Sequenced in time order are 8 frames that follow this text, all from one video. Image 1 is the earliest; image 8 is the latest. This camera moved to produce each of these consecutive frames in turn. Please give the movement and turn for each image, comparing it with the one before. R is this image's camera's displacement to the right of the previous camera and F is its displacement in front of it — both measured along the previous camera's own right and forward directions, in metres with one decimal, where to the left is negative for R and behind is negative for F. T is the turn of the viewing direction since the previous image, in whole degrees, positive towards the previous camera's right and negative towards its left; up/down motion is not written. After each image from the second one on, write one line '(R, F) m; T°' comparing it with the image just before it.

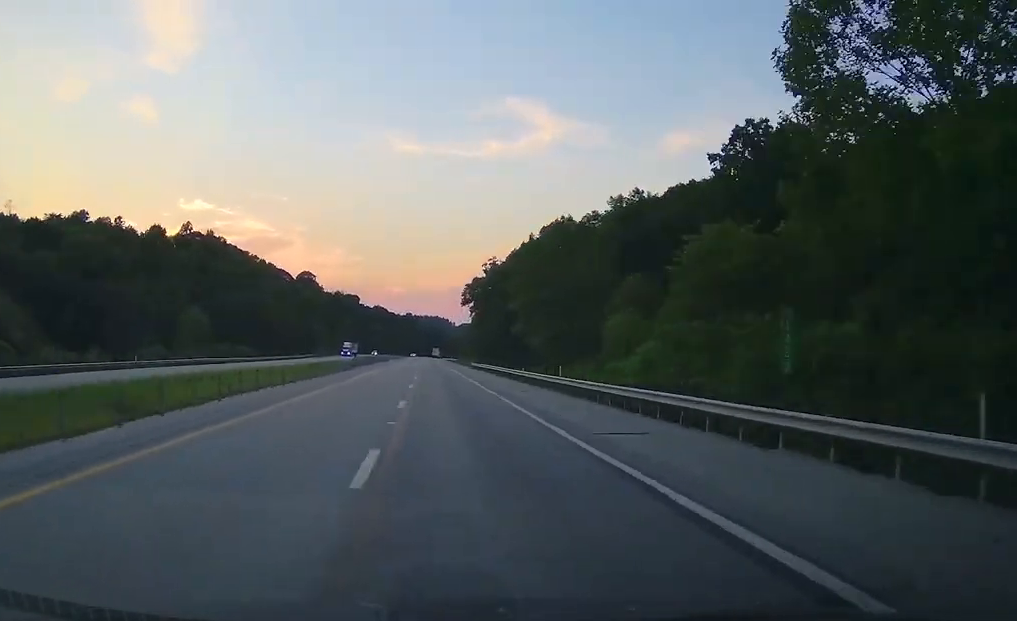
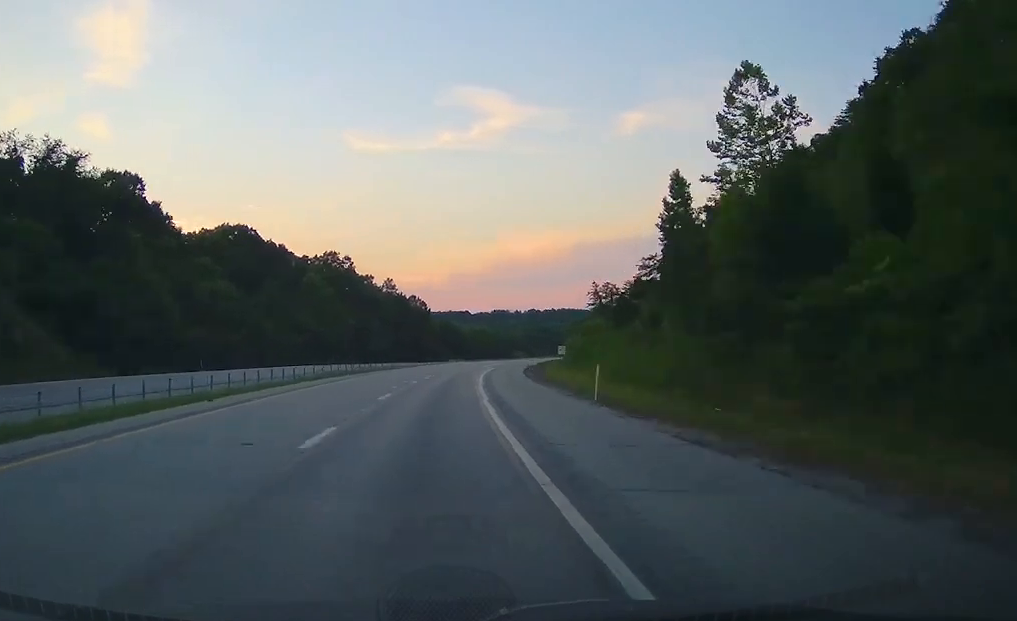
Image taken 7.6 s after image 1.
(+6.8, +263.3) m; +9°
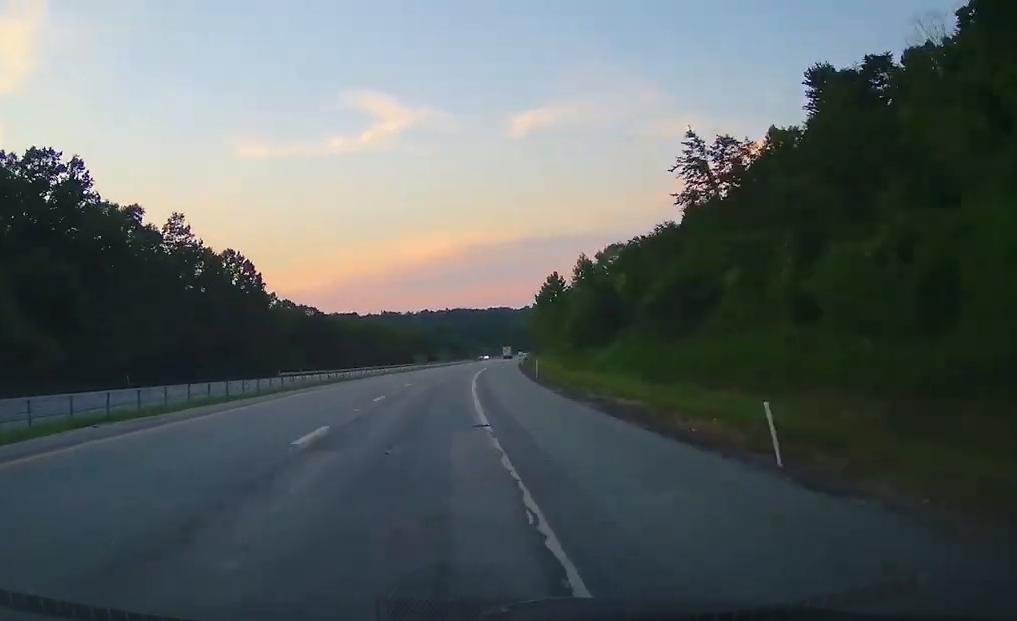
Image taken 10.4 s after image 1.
(+4.5, +92.0) m; +6°
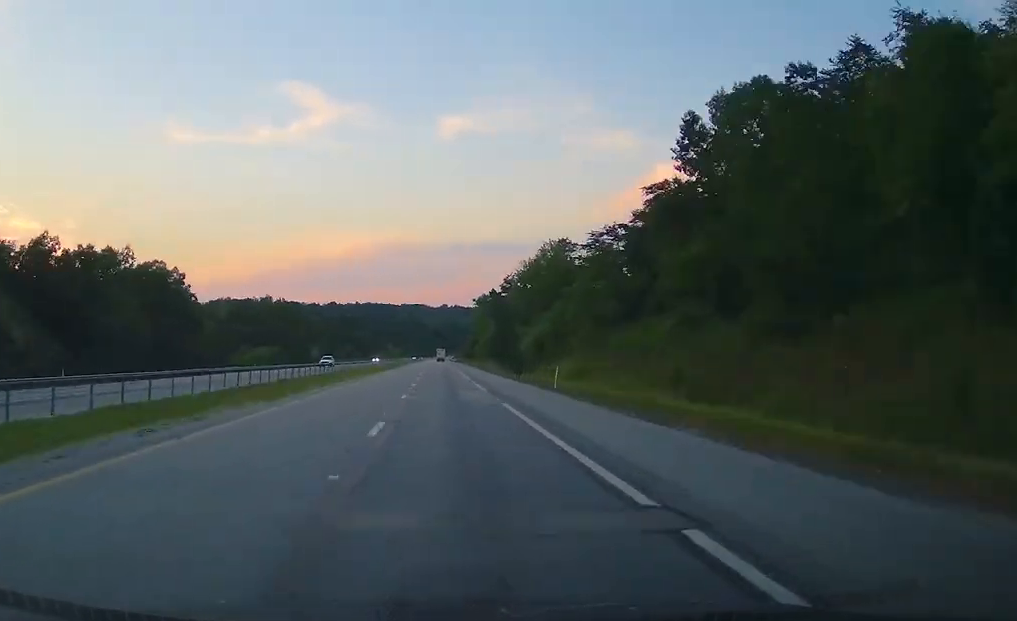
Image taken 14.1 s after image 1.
(+8.1, +134.0) m; +4°
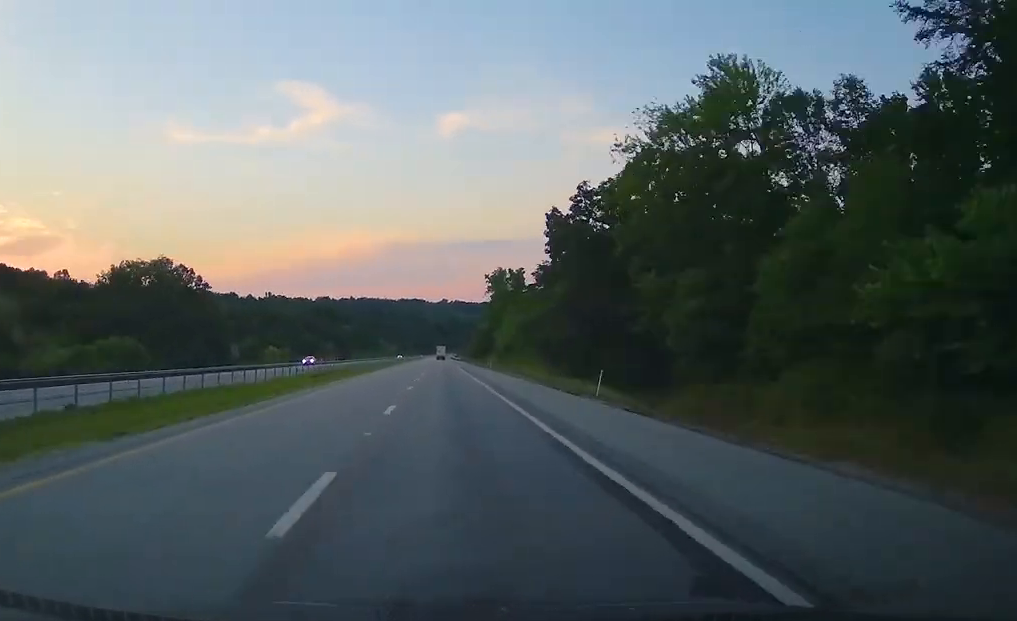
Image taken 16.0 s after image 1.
(+0.8, +71.6) m; +1°
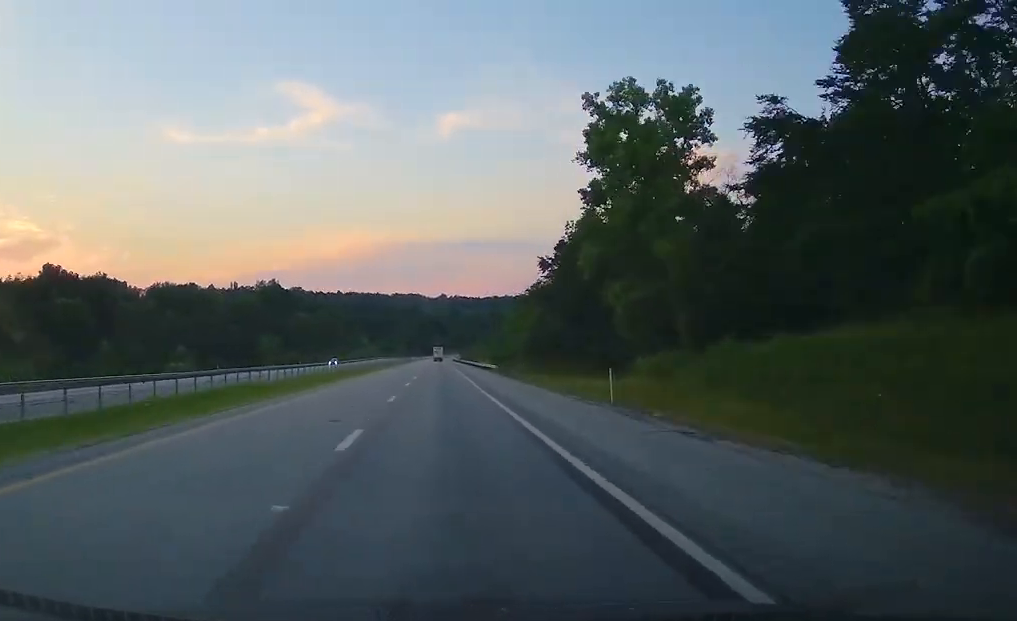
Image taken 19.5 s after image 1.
(+0.5, +139.3) m; +1°
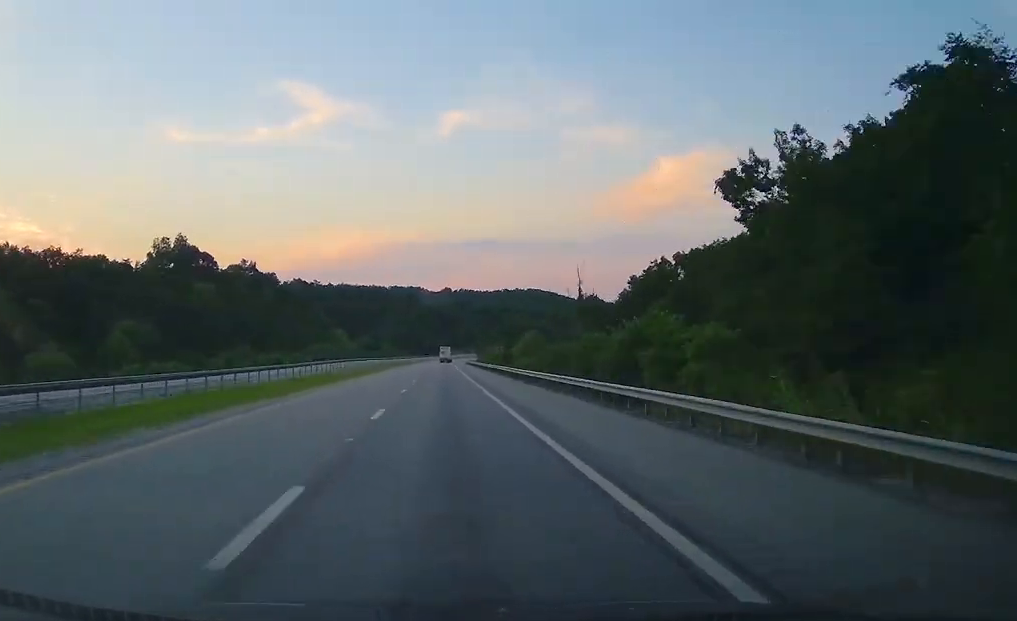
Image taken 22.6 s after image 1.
(-0.6, +134.3) m; +3°
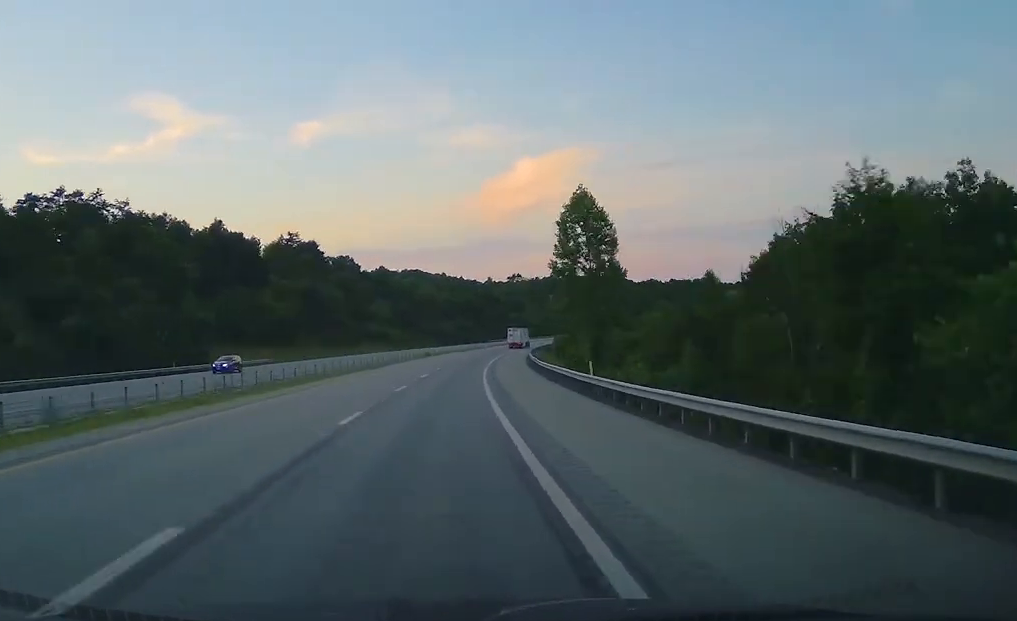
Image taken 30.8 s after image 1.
(+36.6, +324.5) m; +20°
